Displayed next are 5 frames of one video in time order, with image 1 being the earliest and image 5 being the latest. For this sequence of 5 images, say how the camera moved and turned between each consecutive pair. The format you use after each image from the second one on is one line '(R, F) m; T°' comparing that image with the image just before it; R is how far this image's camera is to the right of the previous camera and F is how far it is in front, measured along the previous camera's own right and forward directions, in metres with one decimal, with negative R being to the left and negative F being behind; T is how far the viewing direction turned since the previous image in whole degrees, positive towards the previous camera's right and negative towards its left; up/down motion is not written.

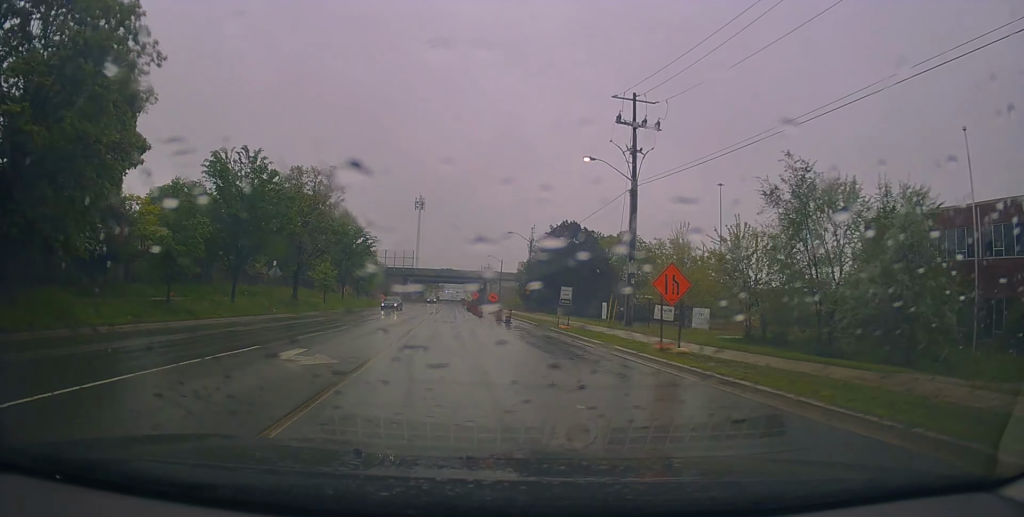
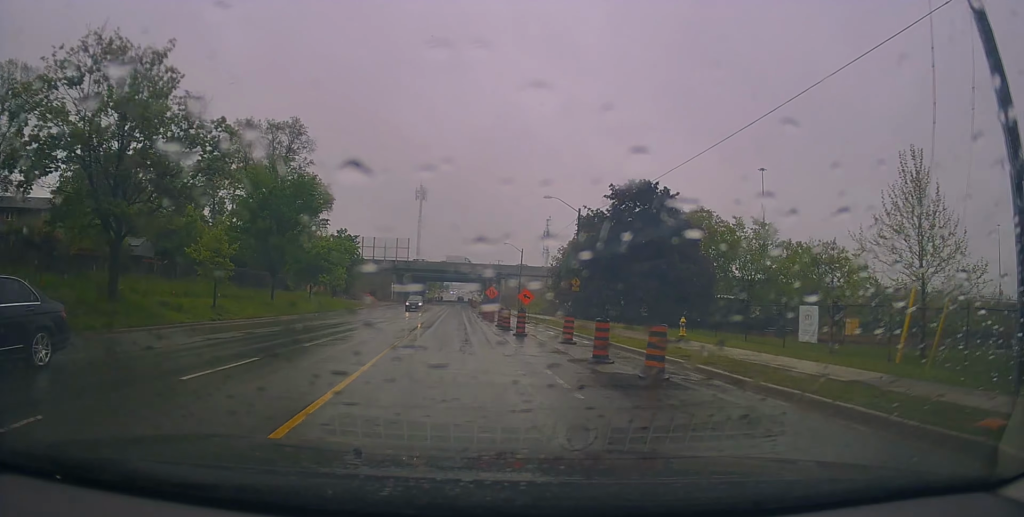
(-0.1, +25.7) m; 0°
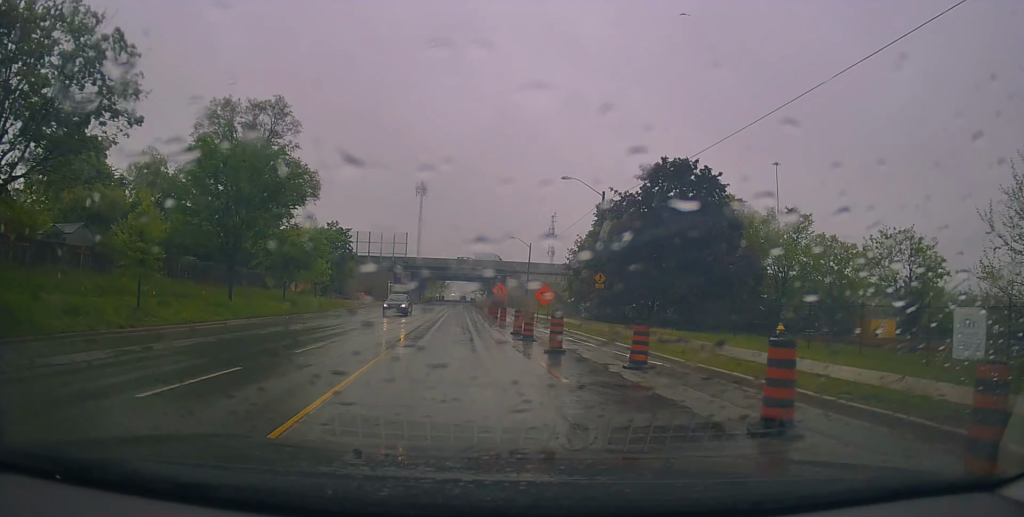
(0.0, +8.0) m; 0°
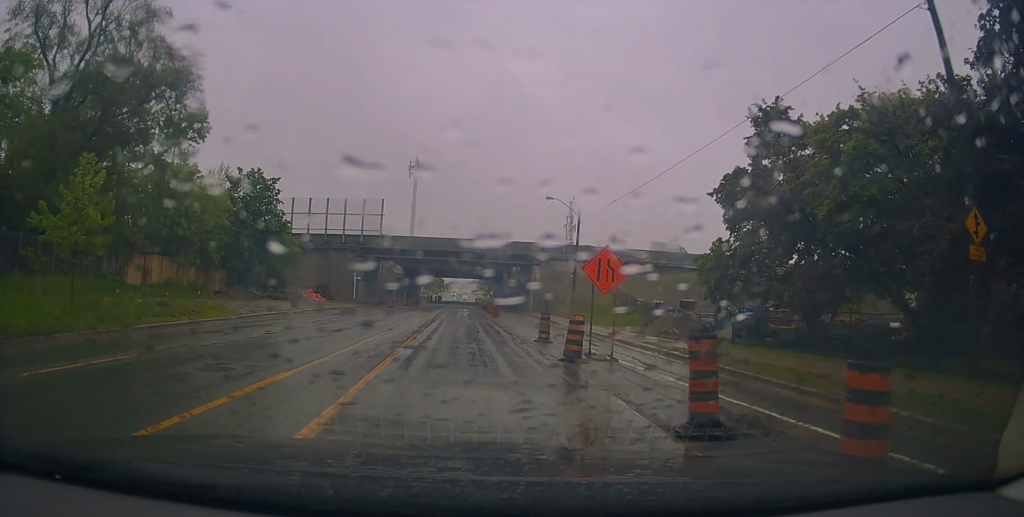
(-0.7, +31.5) m; -1°
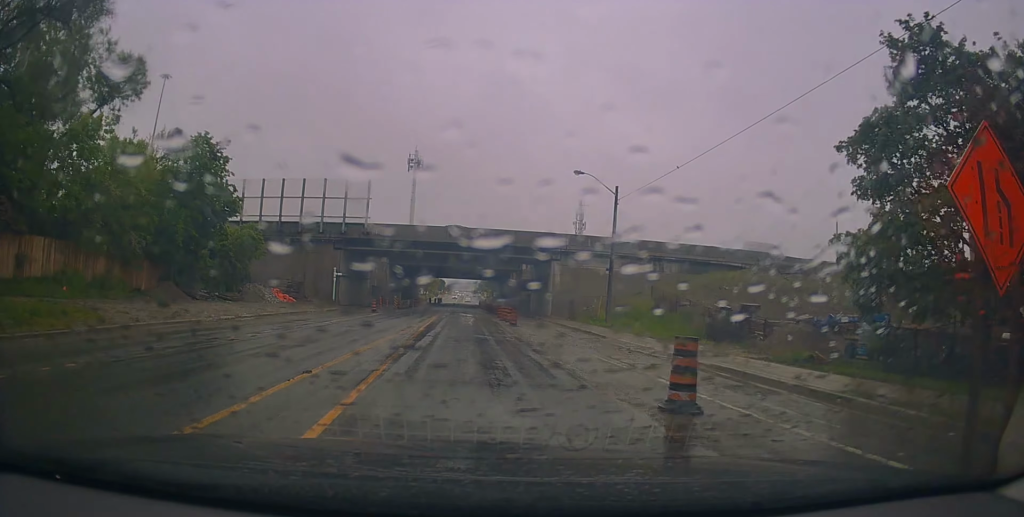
(+0.2, +11.6) m; +1°
